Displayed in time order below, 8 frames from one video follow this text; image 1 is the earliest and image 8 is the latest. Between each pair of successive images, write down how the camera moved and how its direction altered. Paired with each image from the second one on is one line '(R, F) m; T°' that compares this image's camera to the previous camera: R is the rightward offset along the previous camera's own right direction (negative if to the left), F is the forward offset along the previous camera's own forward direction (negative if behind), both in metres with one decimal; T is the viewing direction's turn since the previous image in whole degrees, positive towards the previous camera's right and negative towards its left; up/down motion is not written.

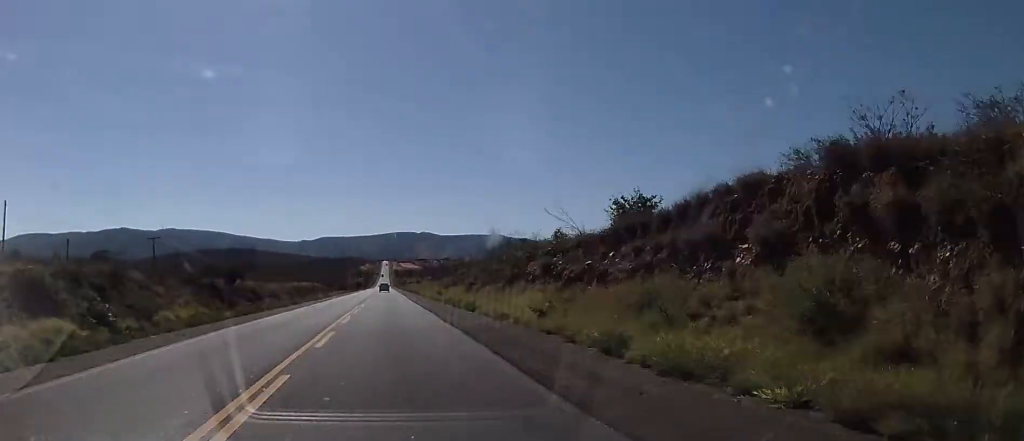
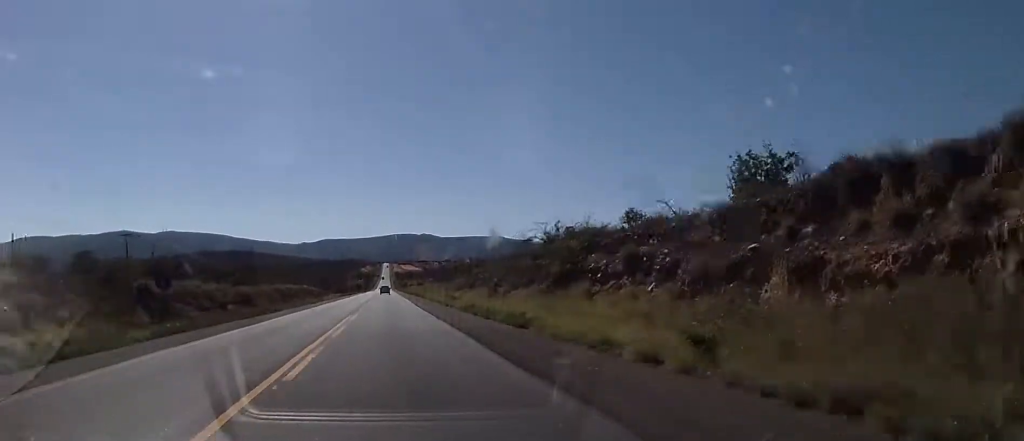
(+0.1, +11.3) m; 0°
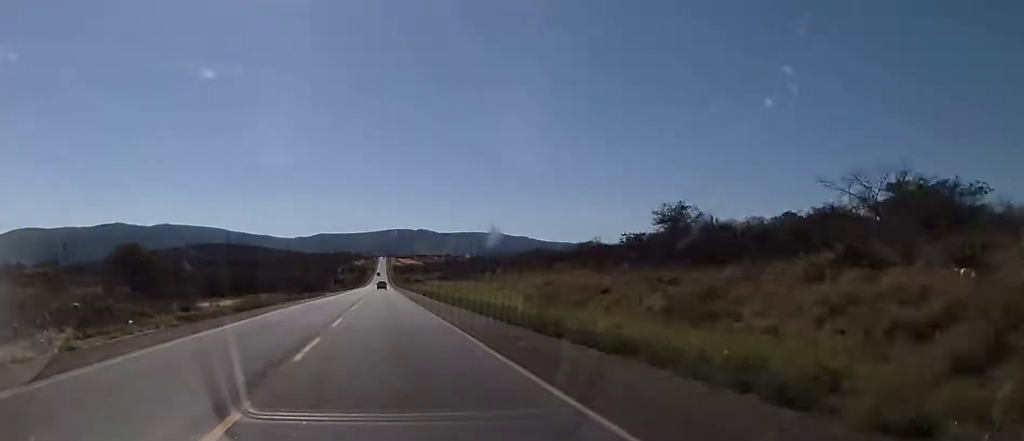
(-3.5, +75.4) m; -2°
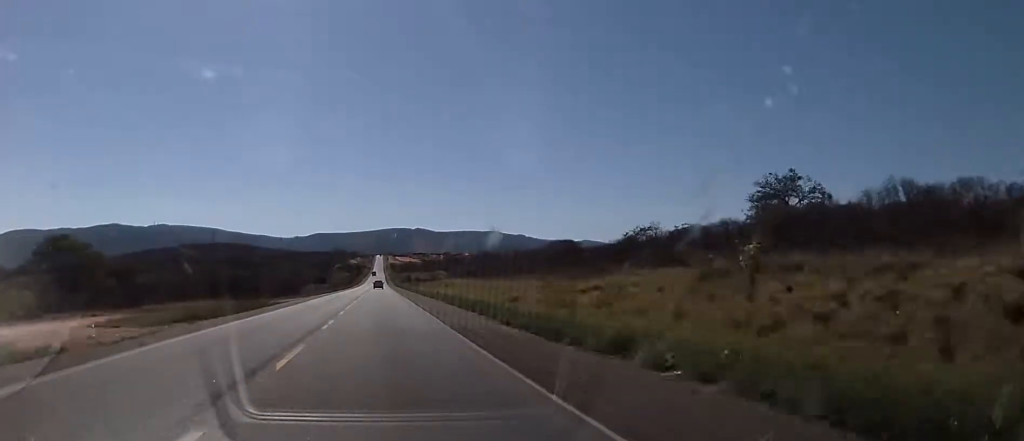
(+0.7, +32.2) m; 0°
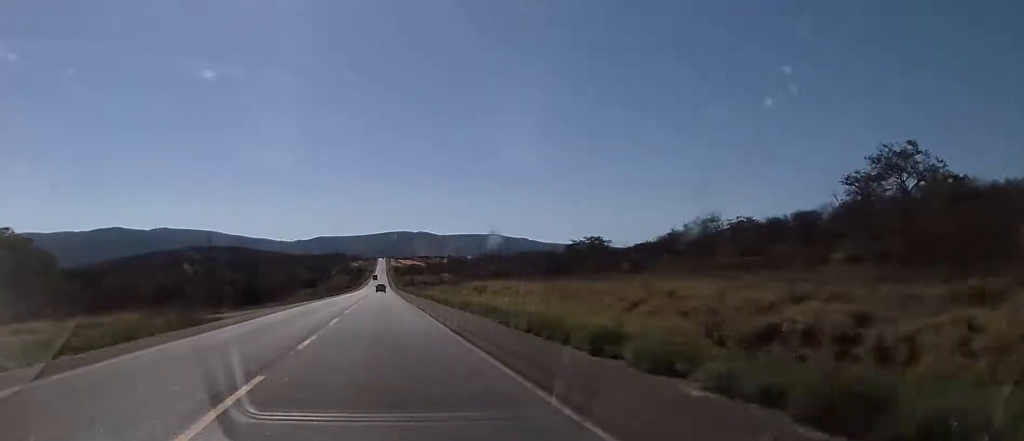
(-0.7, +21.2) m; -1°
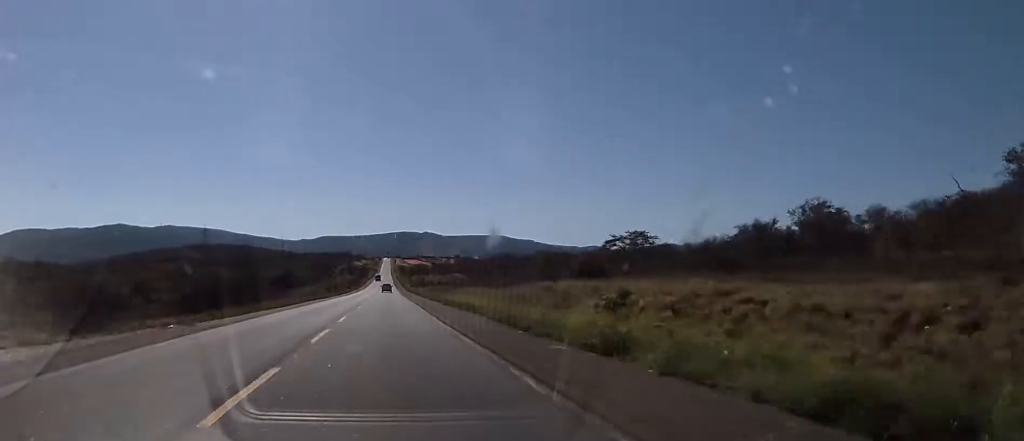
(-0.1, +23.5) m; 0°
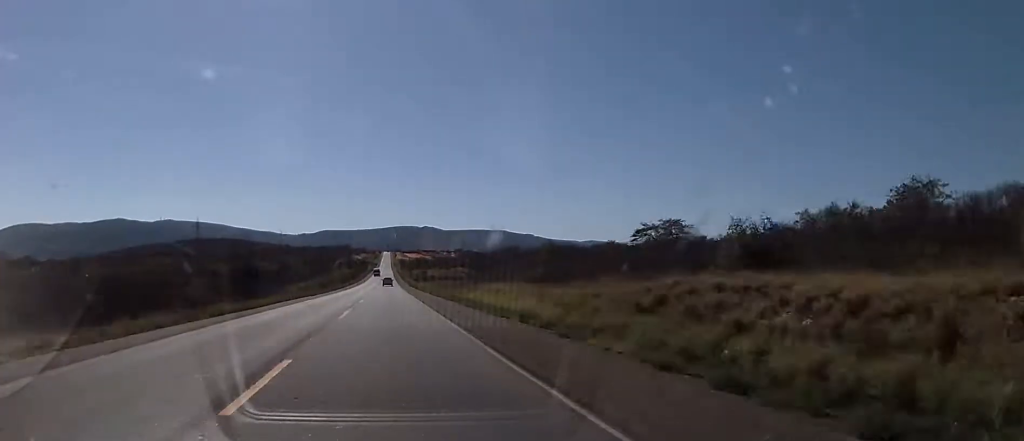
(0.0, +15.8) m; 0°
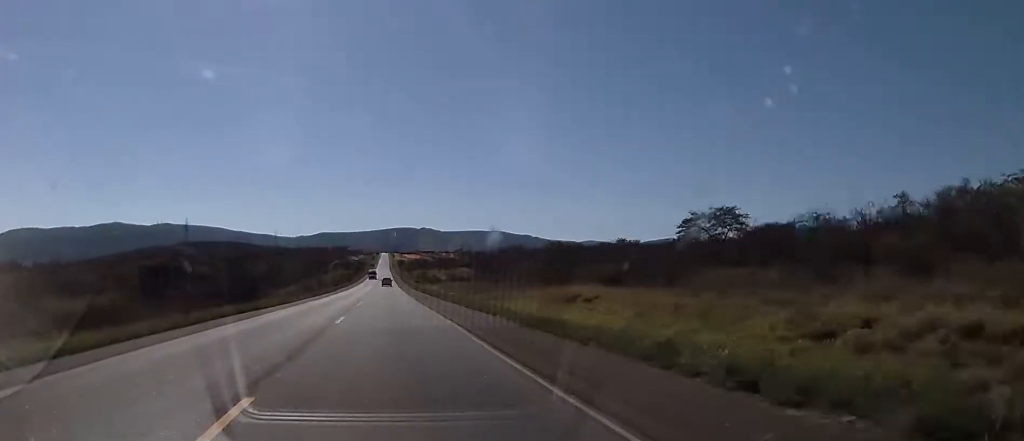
(+0.3, +19.1) m; -1°
